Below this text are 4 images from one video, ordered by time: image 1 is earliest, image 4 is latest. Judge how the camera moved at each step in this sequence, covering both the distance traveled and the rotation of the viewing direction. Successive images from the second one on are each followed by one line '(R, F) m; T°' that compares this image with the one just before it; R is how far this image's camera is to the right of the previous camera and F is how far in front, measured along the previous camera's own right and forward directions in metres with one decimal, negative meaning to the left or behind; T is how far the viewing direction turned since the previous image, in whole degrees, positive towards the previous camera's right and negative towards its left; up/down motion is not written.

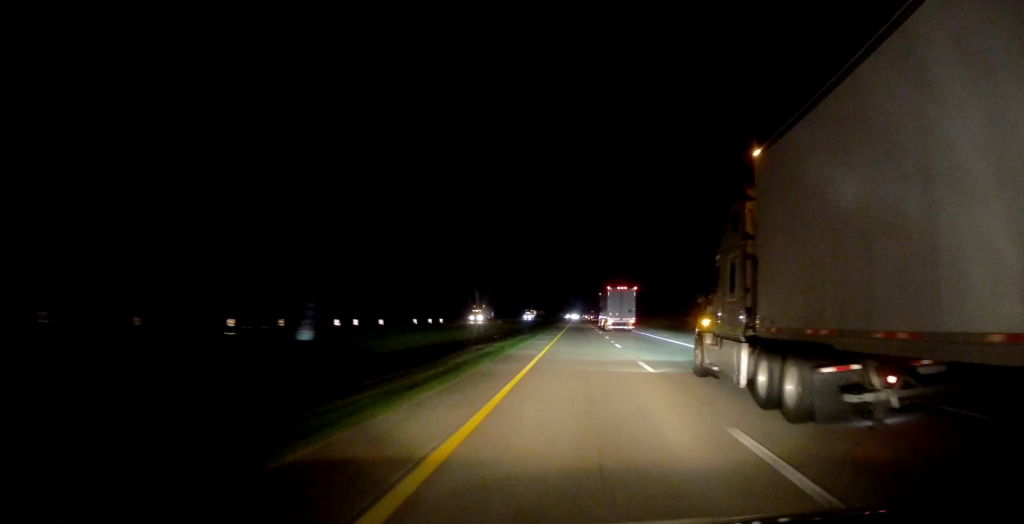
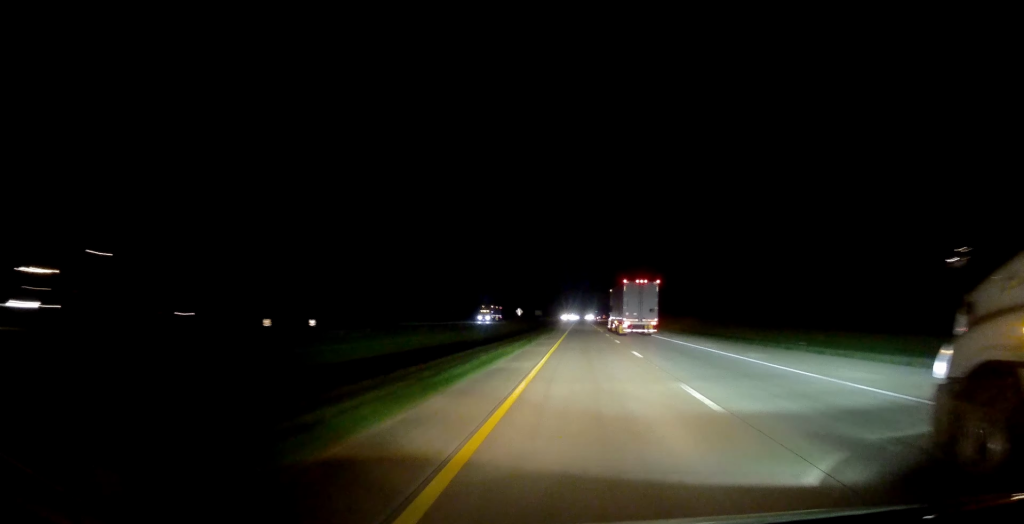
(+0.8, +66.0) m; 0°
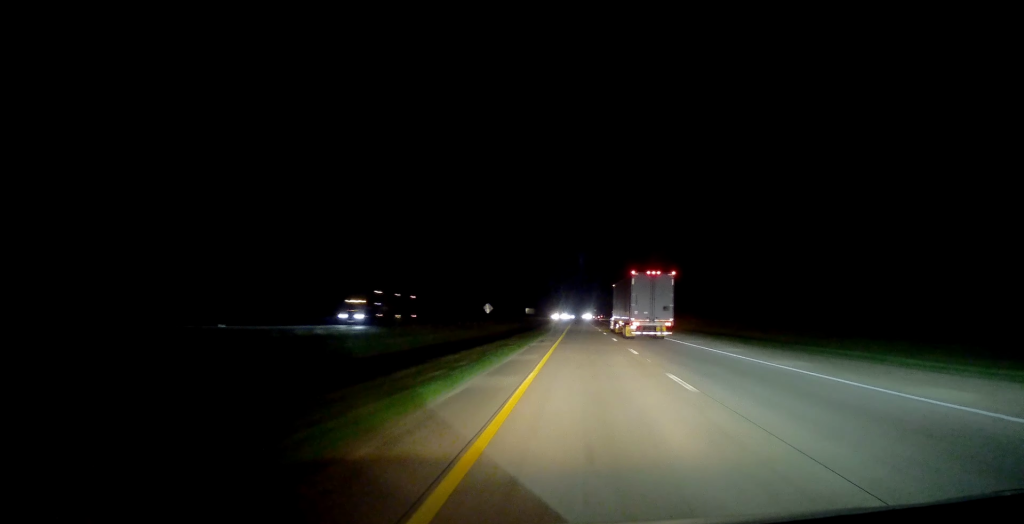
(-0.2, +47.0) m; 0°
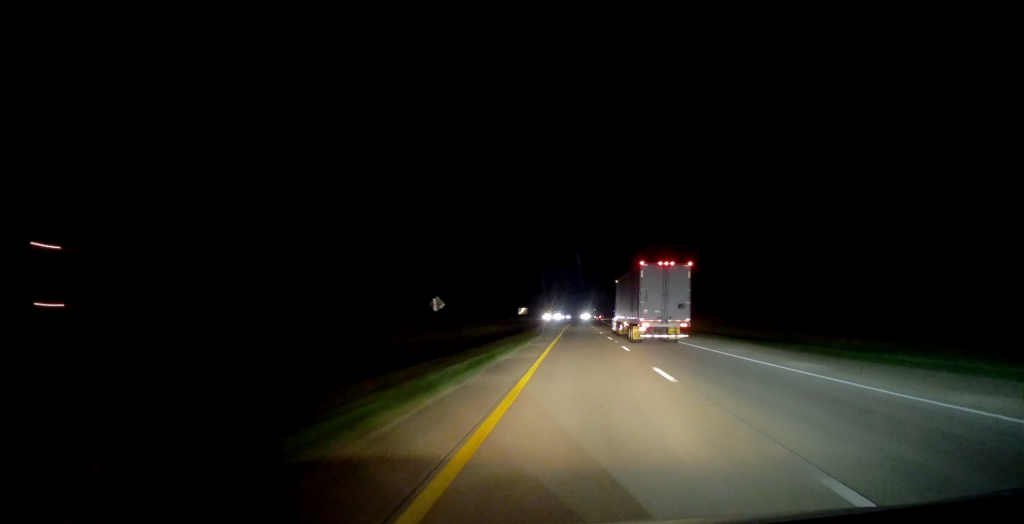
(+0.1, +34.3) m; -1°
